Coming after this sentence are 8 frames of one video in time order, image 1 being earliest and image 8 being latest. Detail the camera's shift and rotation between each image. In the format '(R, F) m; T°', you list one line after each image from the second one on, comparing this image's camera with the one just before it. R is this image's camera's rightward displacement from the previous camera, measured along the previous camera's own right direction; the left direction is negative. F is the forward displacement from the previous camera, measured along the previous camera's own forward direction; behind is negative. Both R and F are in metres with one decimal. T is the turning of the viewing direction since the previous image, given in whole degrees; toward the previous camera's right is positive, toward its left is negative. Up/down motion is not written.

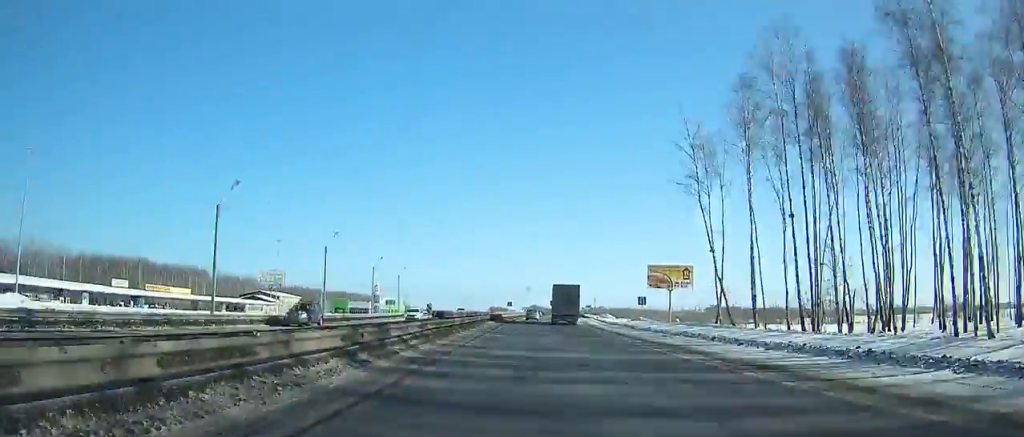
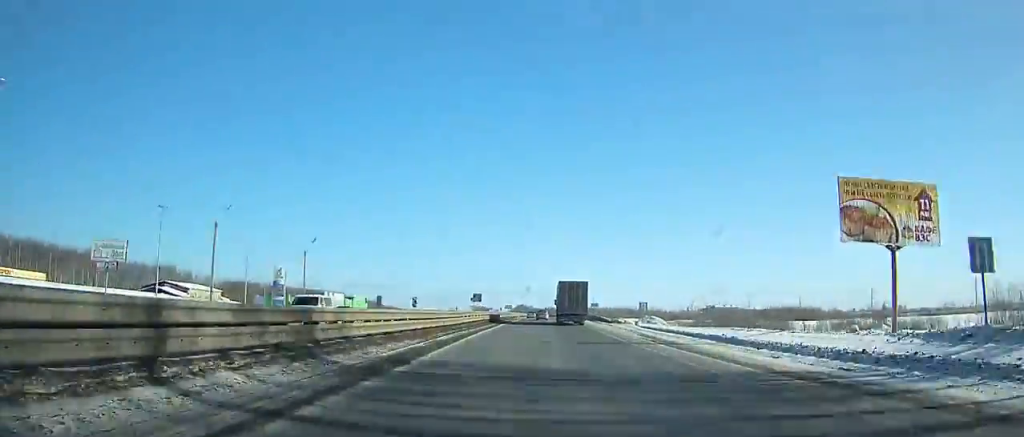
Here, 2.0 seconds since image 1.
(+0.6, +51.5) m; +1°
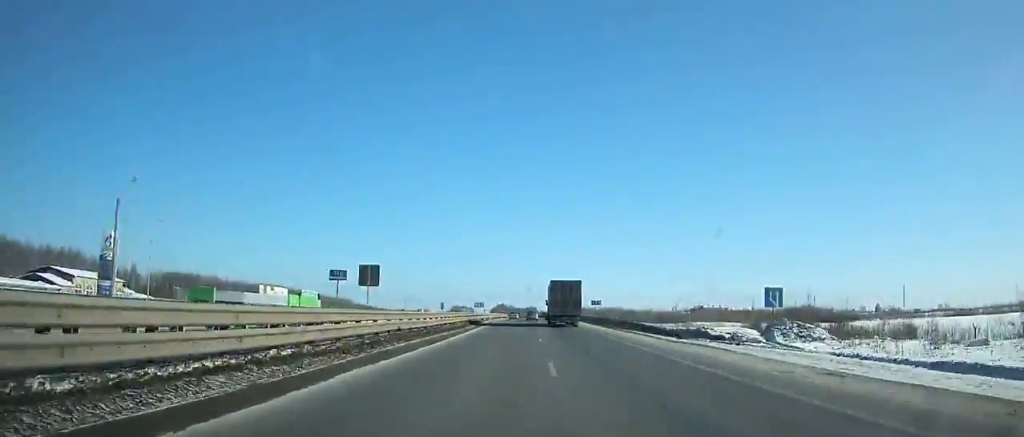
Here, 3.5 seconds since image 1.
(+0.1, +38.5) m; +1°
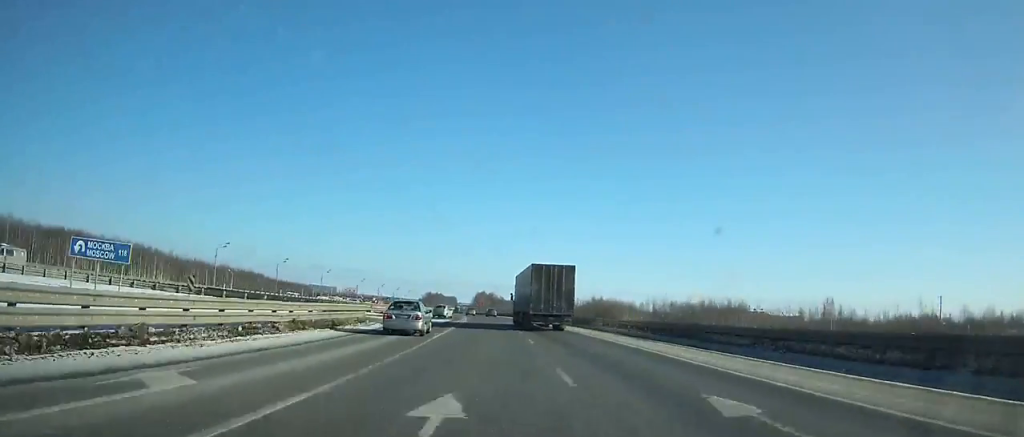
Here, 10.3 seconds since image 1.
(+2.9, +170.5) m; 0°
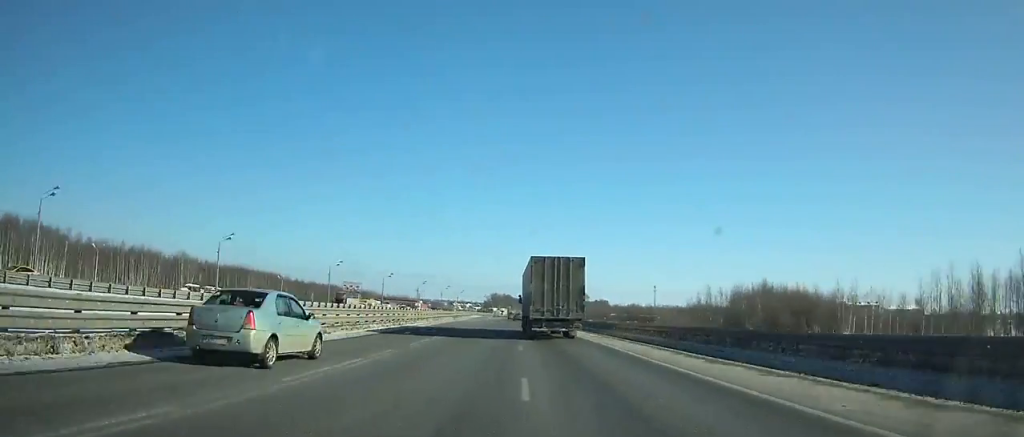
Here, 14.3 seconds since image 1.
(-3.8, +98.1) m; -4°
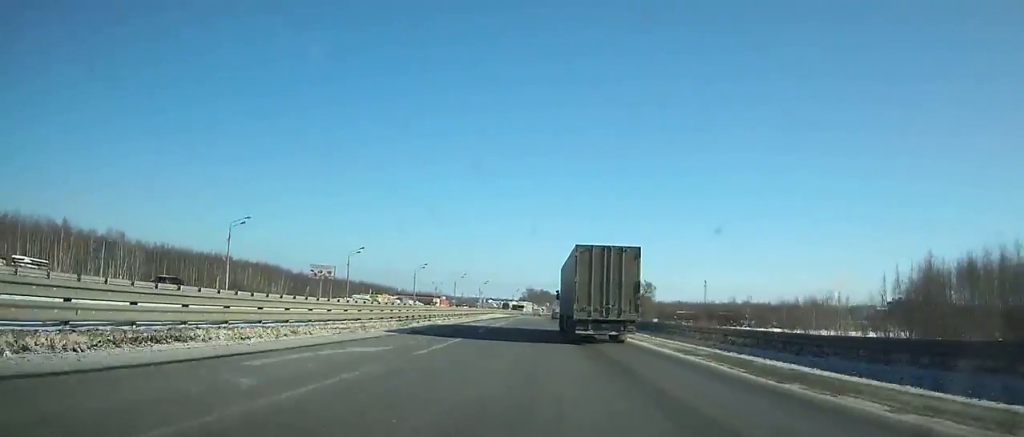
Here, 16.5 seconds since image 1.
(-1.1, +53.6) m; -2°
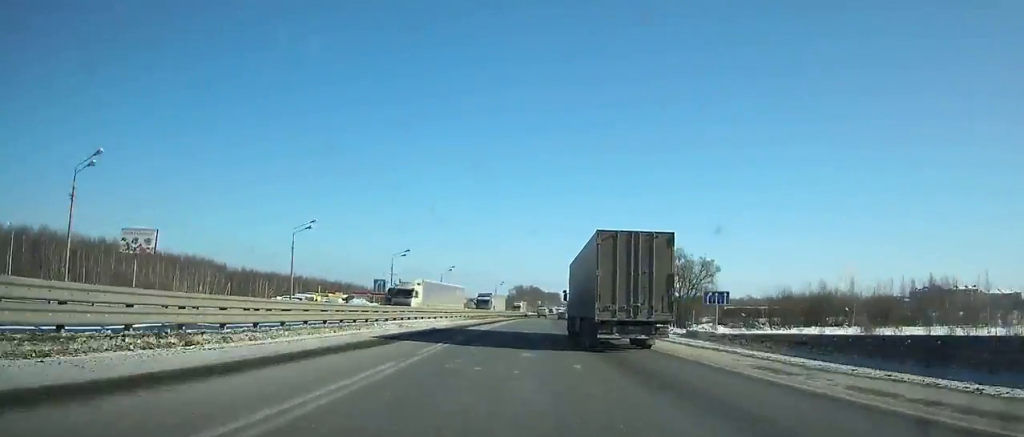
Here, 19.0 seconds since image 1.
(-1.1, +60.6) m; -1°
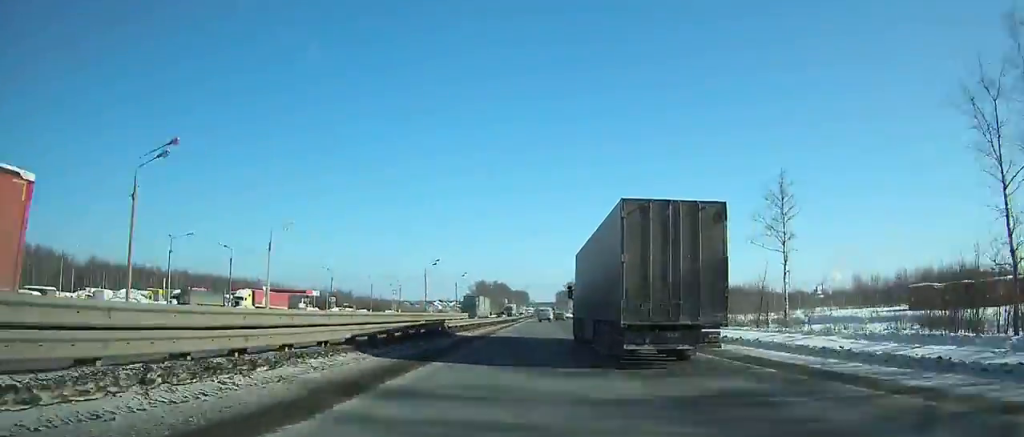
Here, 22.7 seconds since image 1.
(+1.5, +88.0) m; +2°
